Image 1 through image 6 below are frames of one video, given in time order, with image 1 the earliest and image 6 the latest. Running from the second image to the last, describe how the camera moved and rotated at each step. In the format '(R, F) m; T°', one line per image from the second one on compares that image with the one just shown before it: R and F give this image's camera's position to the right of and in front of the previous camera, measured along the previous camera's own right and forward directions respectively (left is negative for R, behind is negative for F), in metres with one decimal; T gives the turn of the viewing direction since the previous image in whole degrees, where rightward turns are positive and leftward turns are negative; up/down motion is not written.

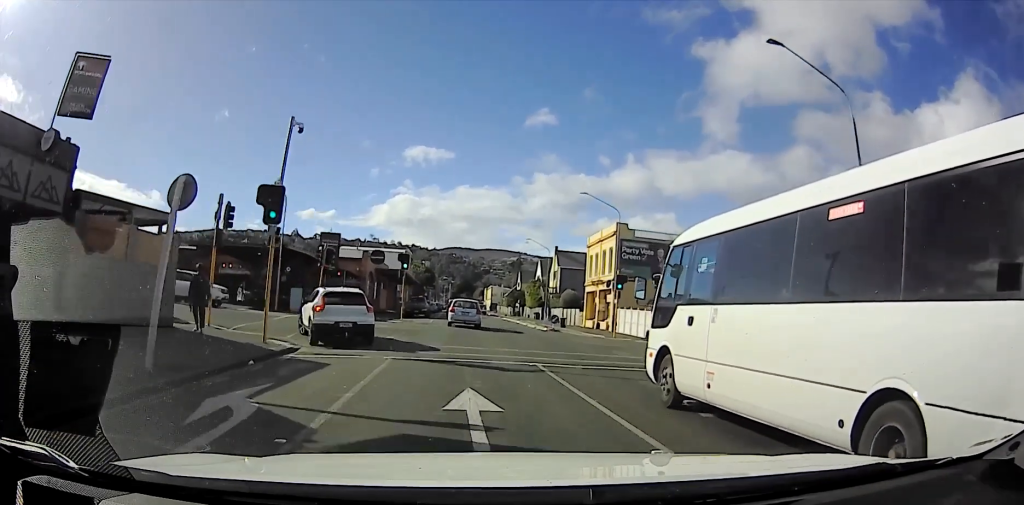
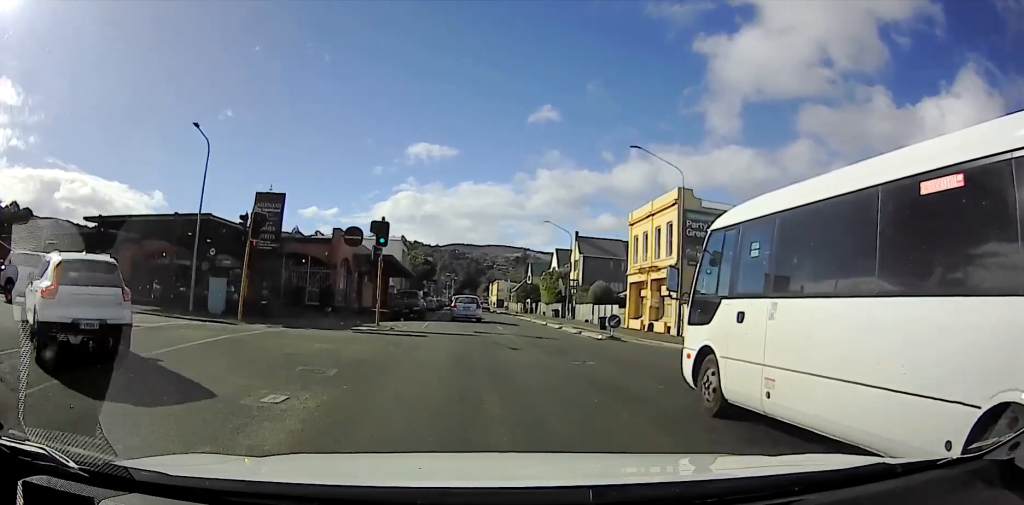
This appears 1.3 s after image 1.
(-0.6, +8.7) m; -8°
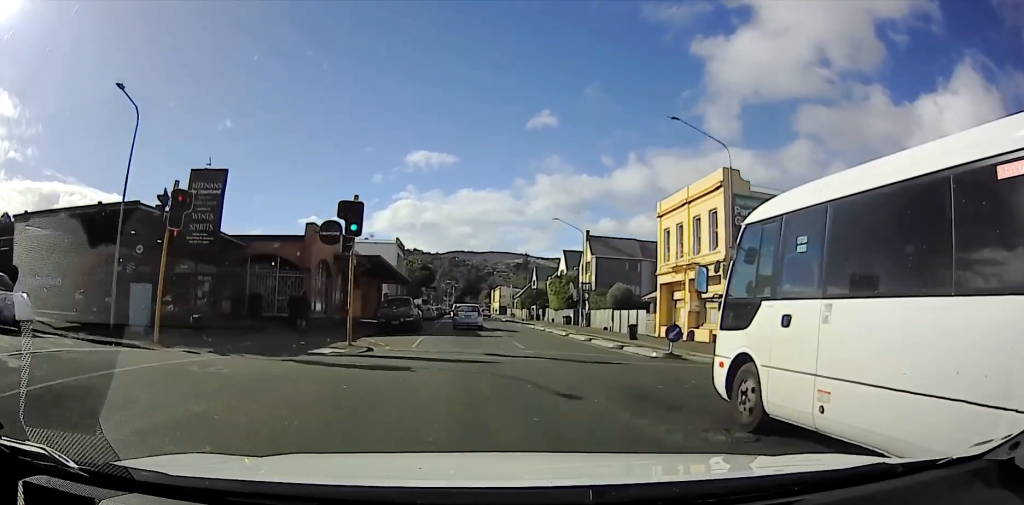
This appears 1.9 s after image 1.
(0.0, +3.9) m; +3°
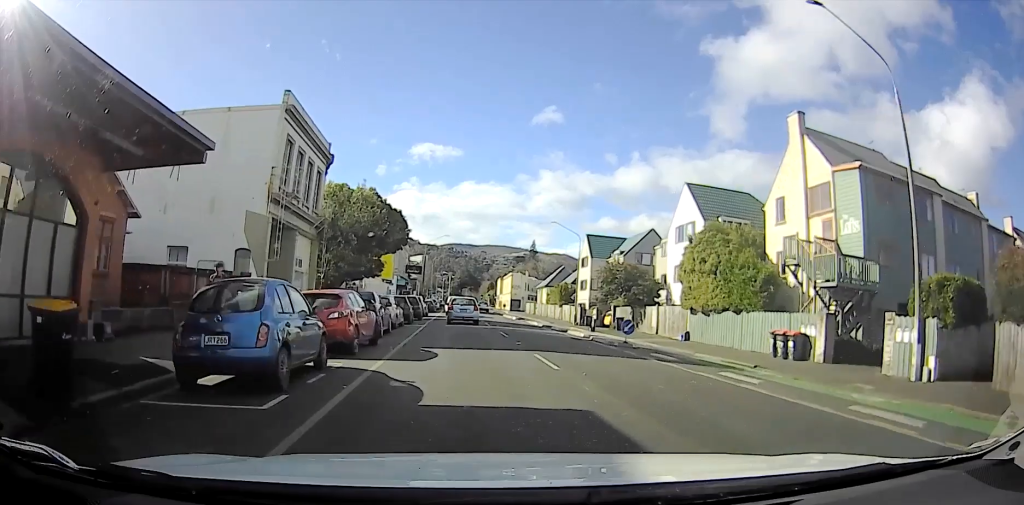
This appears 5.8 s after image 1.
(+1.6, +27.0) m; +3°
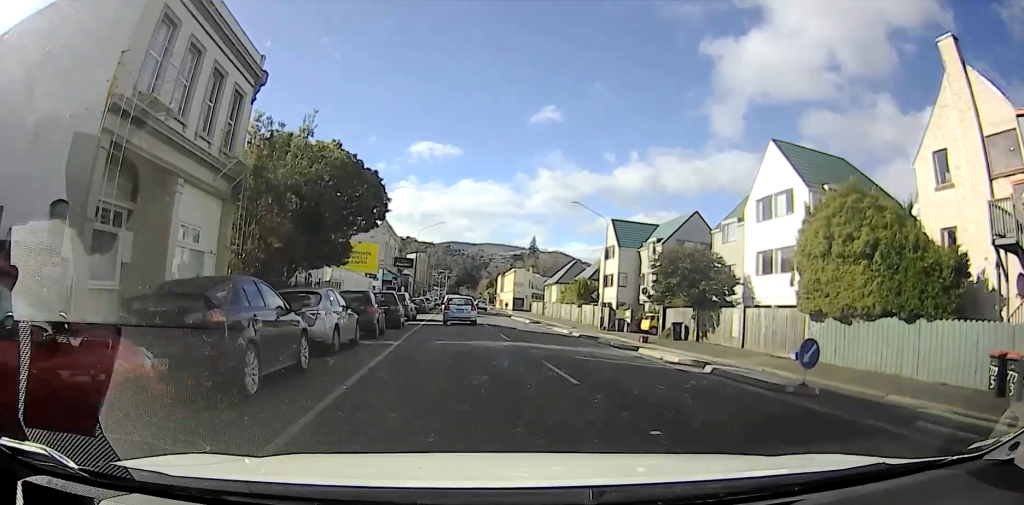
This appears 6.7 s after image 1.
(0.0, +8.8) m; 0°
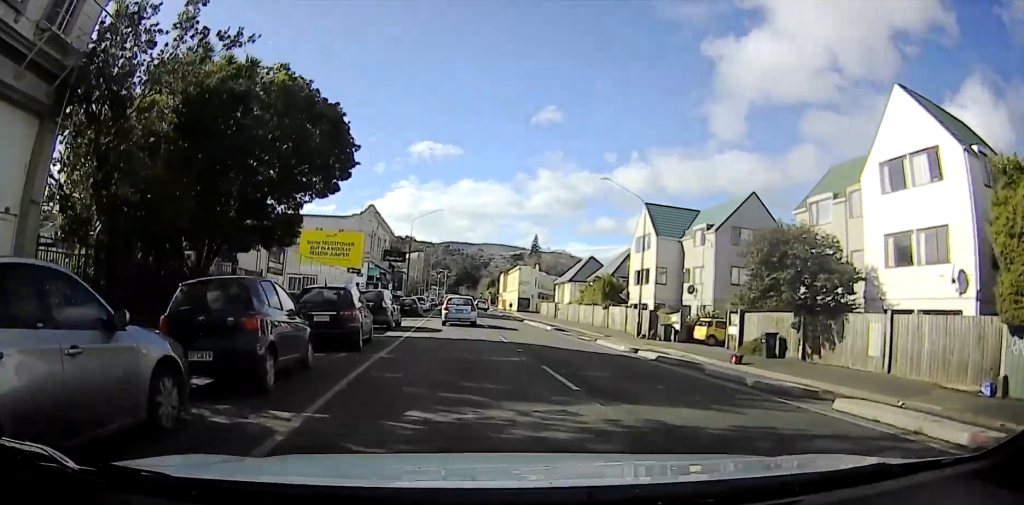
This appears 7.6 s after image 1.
(0.0, +8.8) m; +1°
